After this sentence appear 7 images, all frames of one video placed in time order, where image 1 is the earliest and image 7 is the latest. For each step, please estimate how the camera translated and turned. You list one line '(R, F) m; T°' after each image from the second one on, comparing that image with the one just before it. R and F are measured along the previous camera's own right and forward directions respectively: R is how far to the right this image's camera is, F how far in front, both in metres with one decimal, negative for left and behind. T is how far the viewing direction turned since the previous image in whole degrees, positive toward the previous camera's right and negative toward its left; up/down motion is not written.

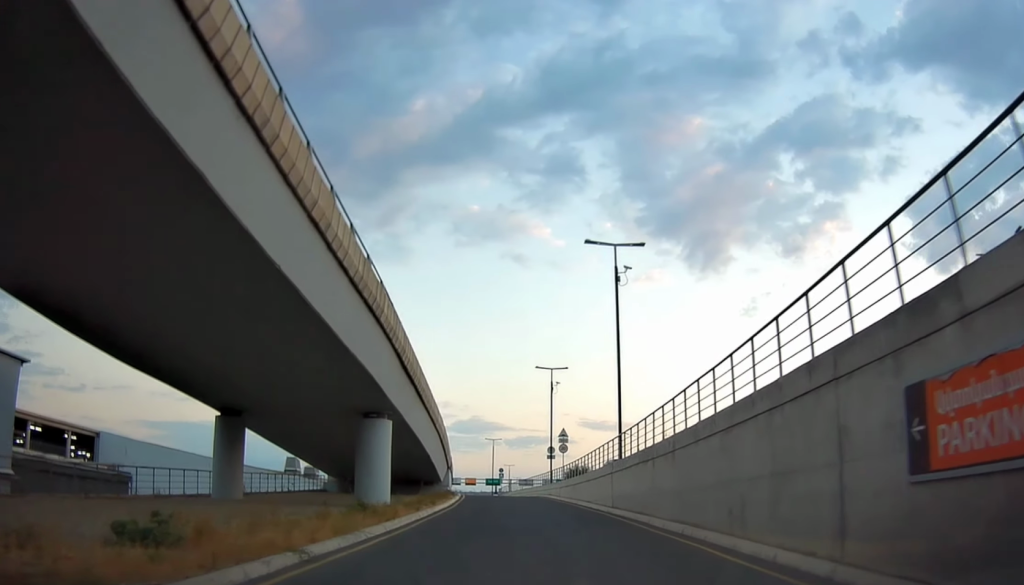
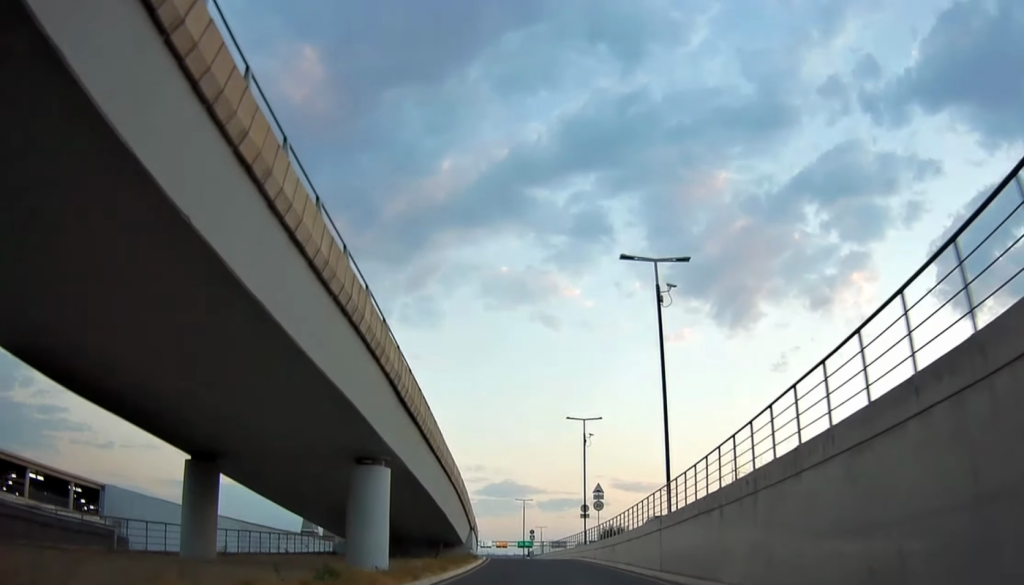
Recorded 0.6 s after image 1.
(-0.5, +4.3) m; -11°
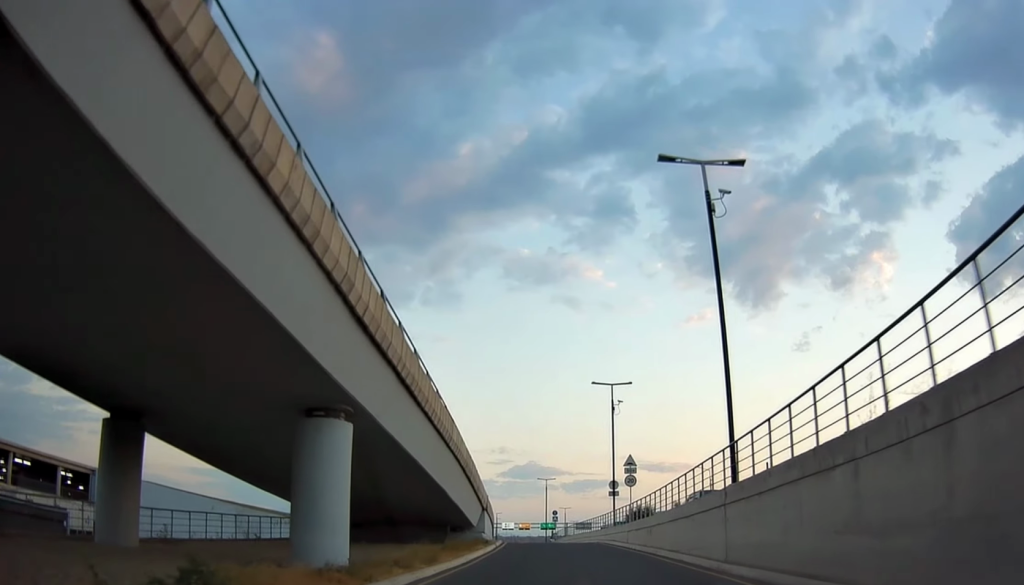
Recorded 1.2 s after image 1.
(-0.5, +6.0) m; -6°
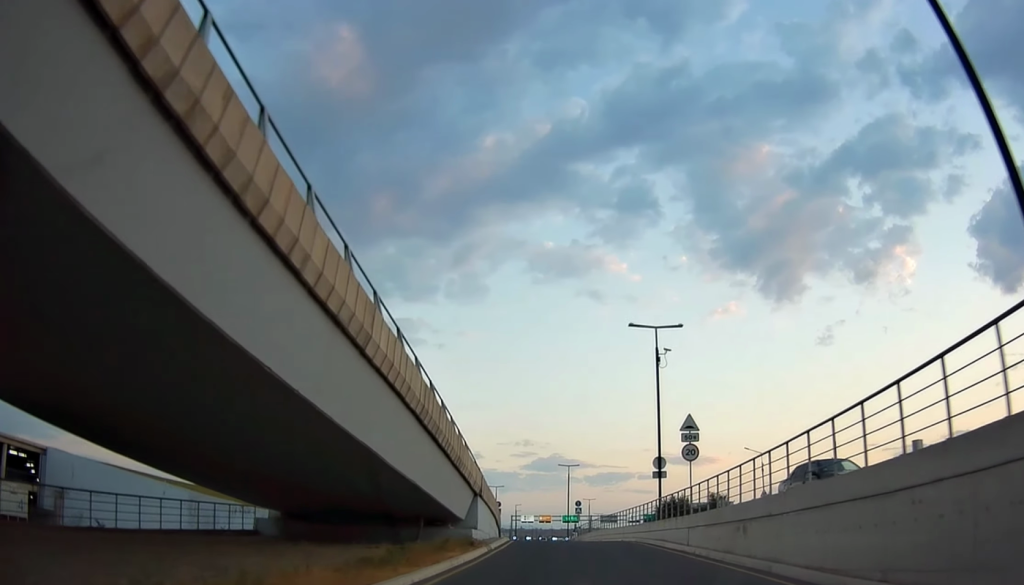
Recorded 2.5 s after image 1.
(-0.9, +12.4) m; -11°
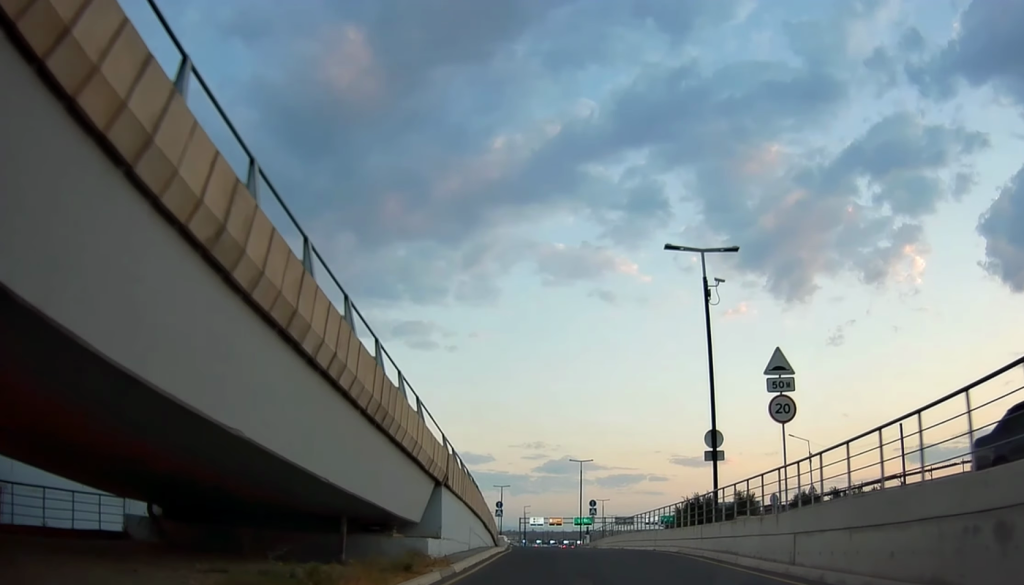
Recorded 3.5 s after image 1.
(-1.0, +10.4) m; -6°
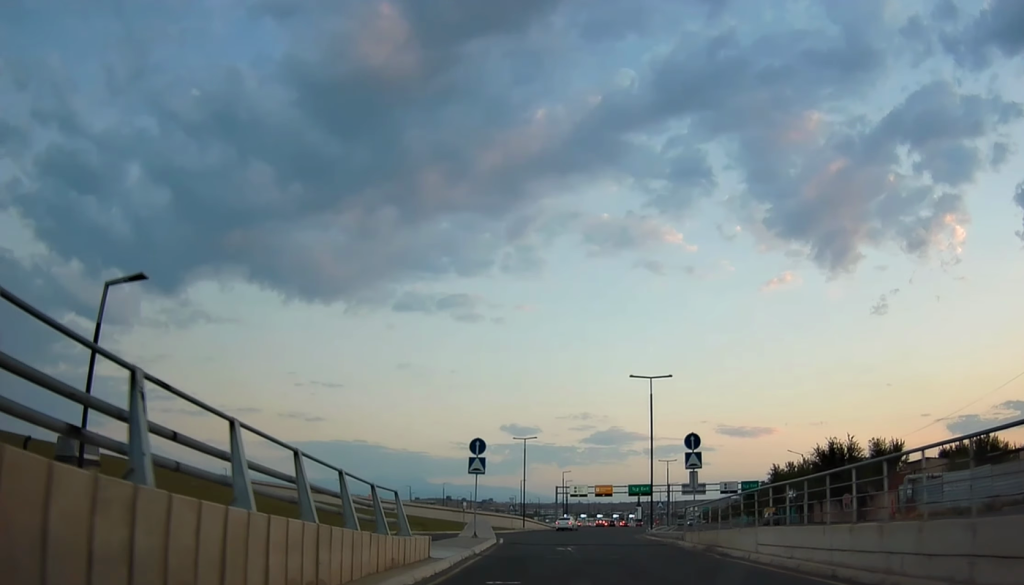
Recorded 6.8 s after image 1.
(-2.6, +36.0) m; -10°
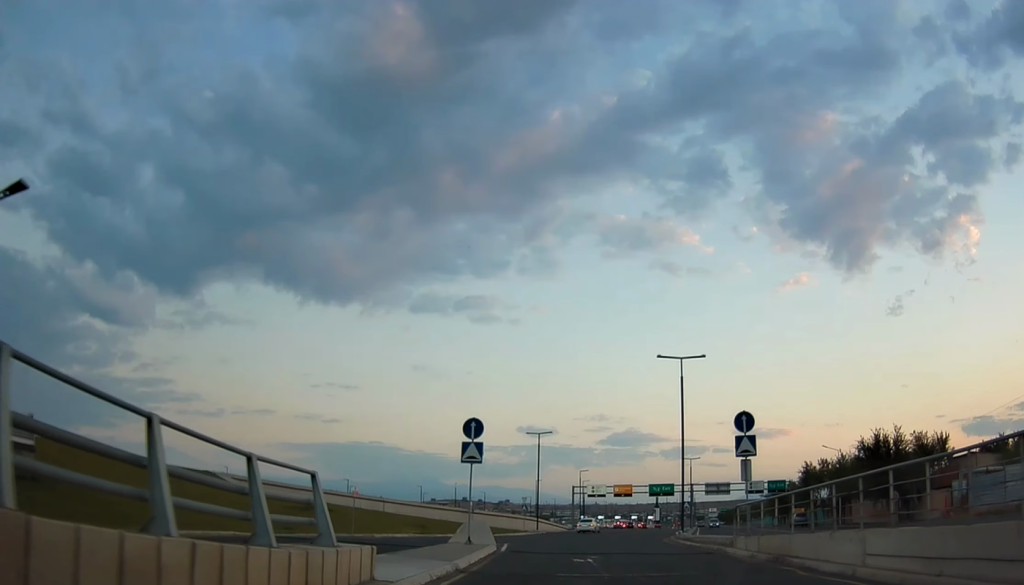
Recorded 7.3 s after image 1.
(-0.4, +5.9) m; -1°
